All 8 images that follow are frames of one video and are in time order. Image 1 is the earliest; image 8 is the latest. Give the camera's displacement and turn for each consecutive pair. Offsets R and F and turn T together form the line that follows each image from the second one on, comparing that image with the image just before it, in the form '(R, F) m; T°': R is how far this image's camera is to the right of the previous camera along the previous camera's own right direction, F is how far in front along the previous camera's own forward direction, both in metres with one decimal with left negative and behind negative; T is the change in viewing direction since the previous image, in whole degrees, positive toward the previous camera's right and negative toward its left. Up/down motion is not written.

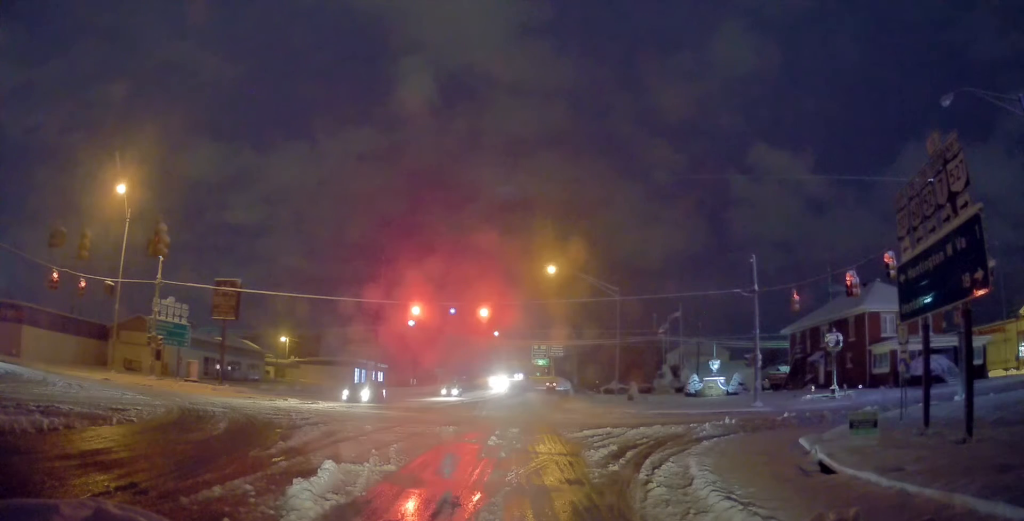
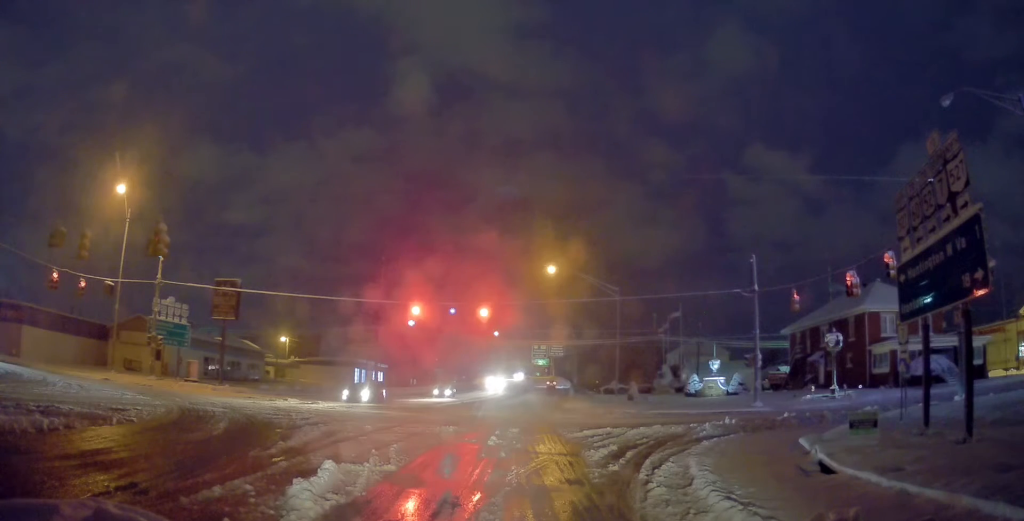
(0.0, 0.0) m; 0°
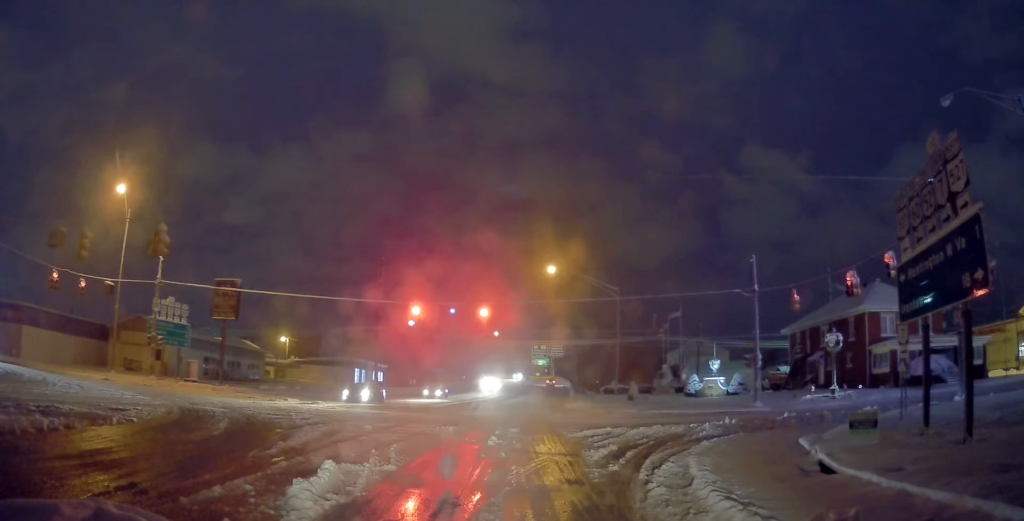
(0.0, 0.0) m; 0°
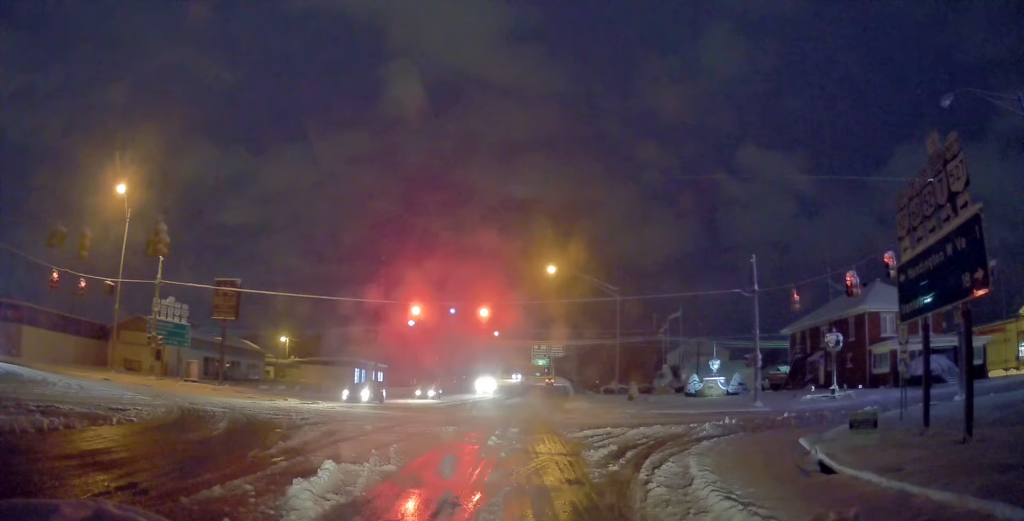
(0.0, 0.0) m; 0°
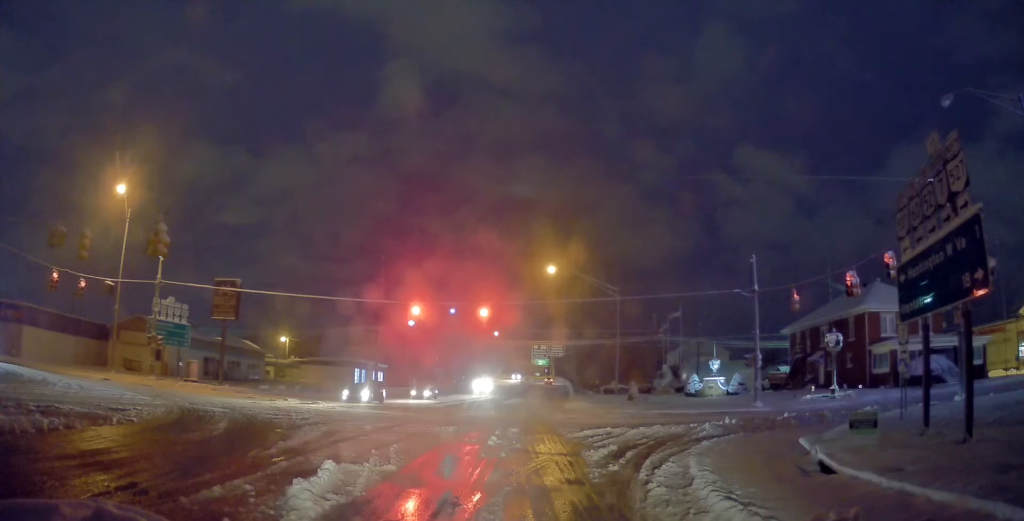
(0.0, 0.0) m; 0°
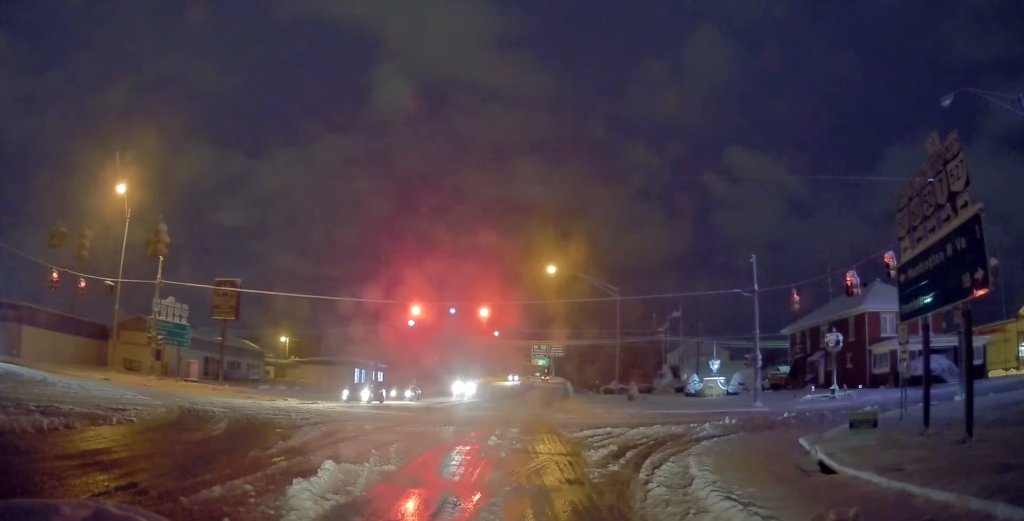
(0.0, 0.0) m; 0°
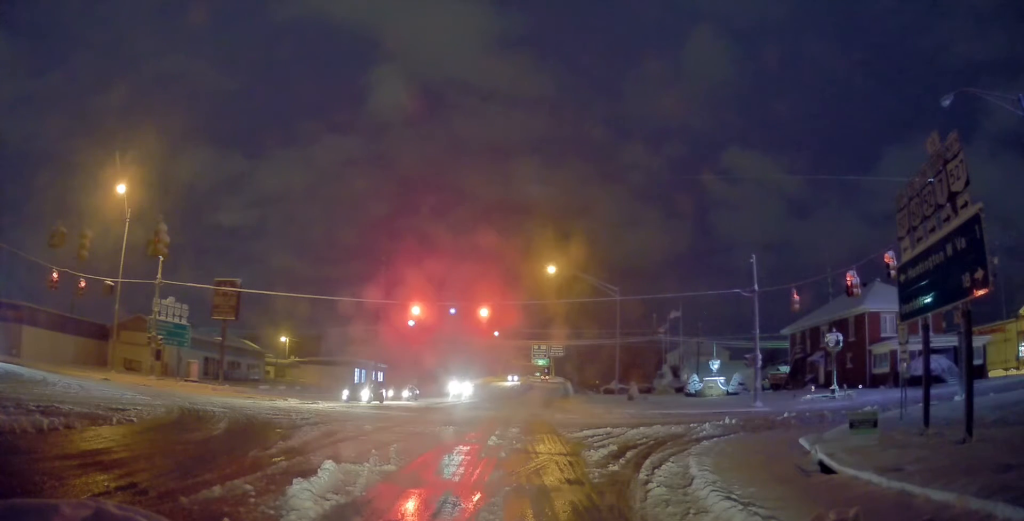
(0.0, 0.0) m; 0°
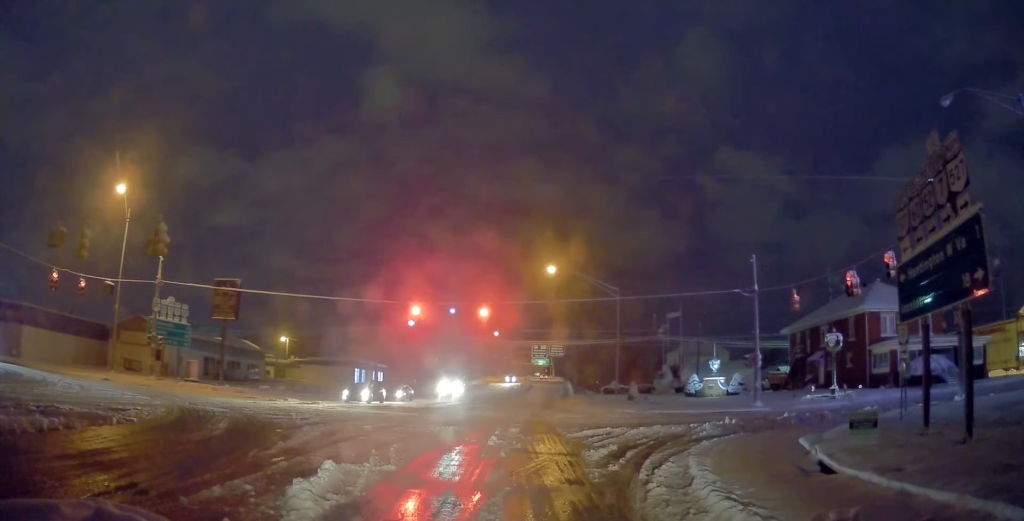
(0.0, 0.0) m; 0°
